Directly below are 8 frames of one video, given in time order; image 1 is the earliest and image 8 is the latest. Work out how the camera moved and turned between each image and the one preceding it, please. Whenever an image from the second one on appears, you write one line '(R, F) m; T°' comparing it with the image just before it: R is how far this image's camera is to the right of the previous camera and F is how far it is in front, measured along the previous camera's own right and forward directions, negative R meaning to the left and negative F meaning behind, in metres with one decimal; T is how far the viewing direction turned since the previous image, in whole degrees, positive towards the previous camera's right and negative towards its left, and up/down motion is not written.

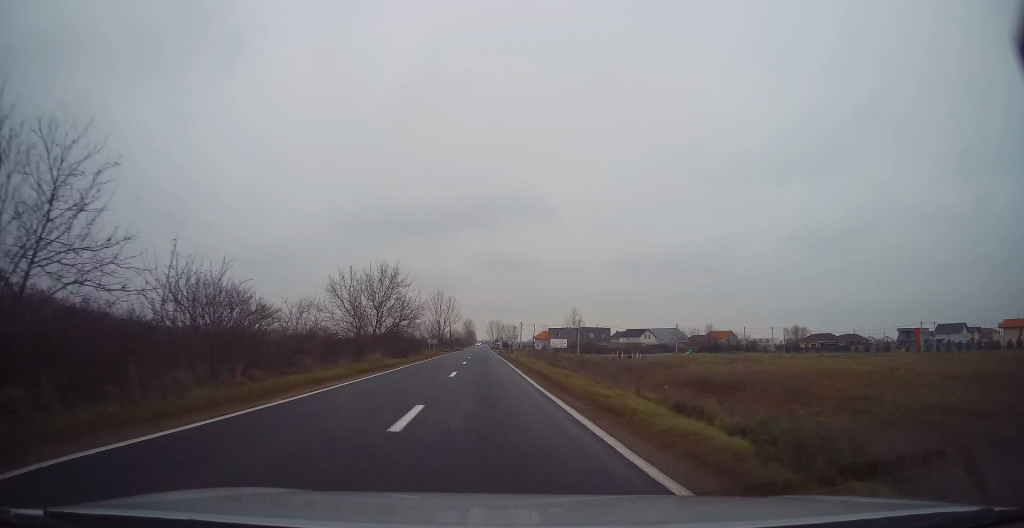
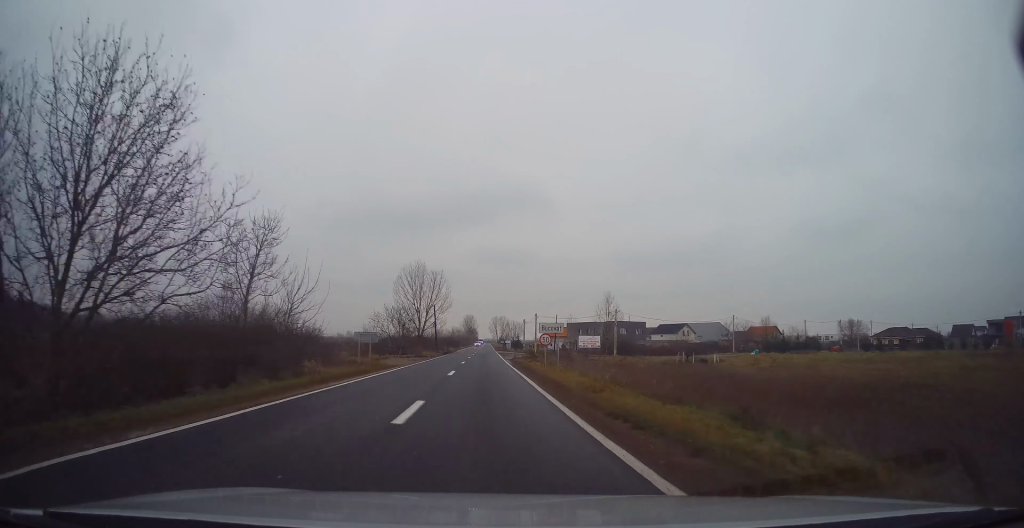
(+1.0, +35.0) m; +1°
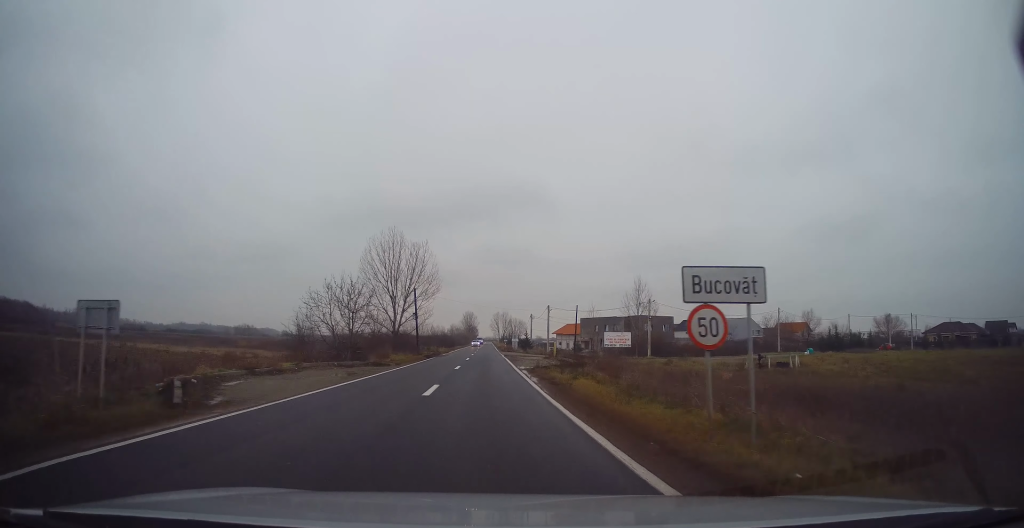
(-0.6, +19.7) m; -3°
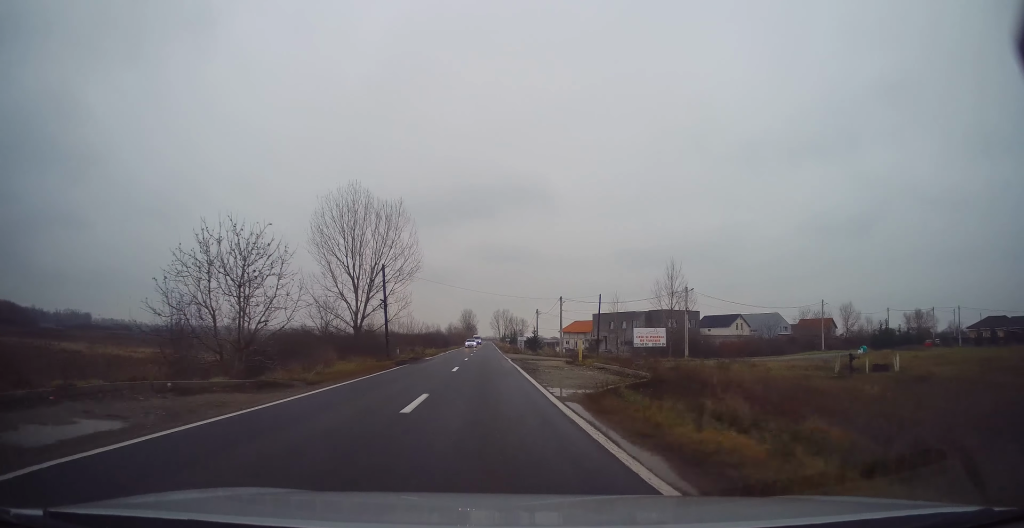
(-0.4, +14.8) m; +1°
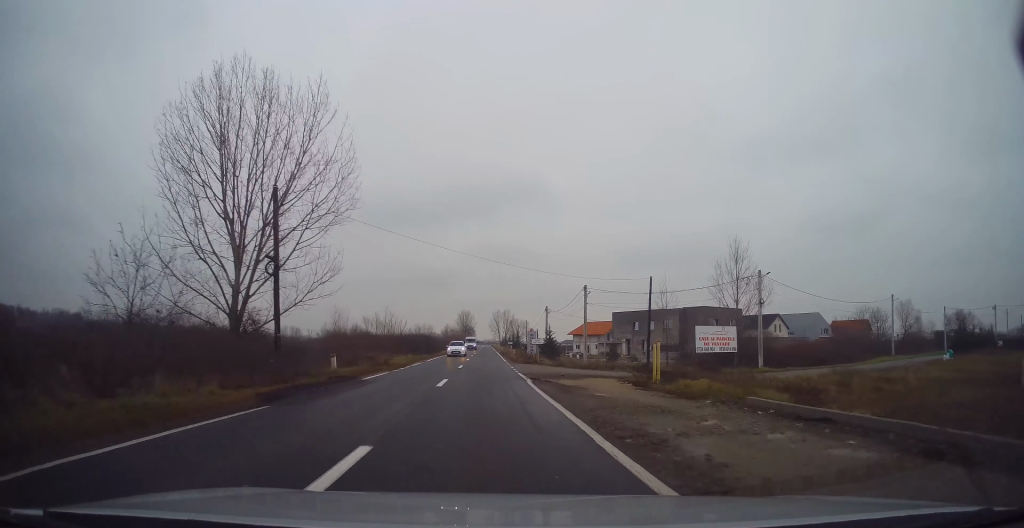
(+0.5, +17.9) m; +2°
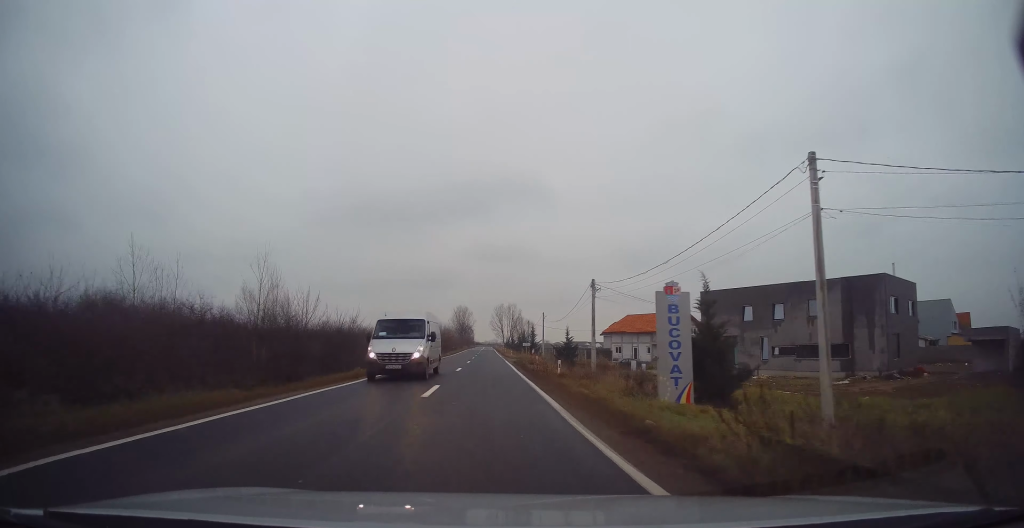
(-0.9, +37.7) m; -2°
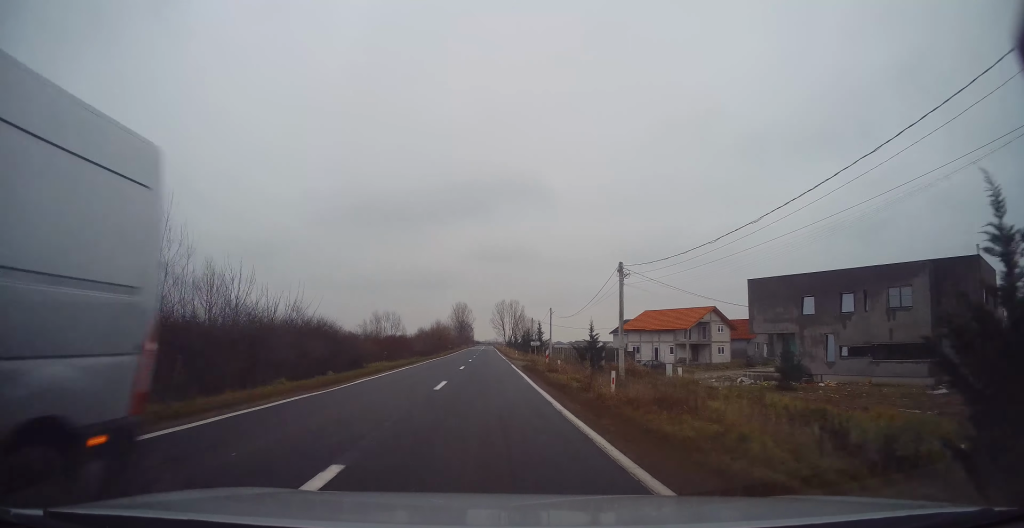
(+0.1, +10.7) m; 0°
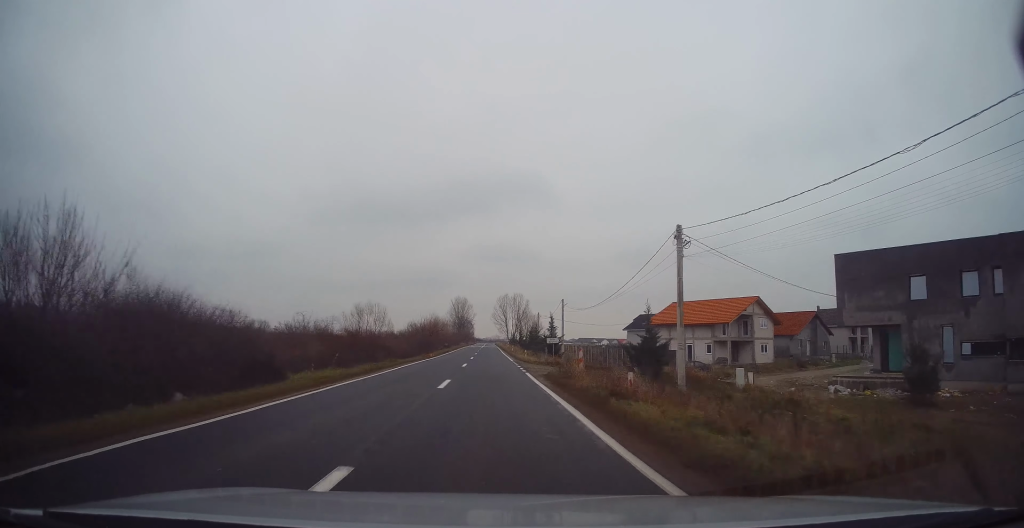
(+0.4, +11.8) m; 0°
